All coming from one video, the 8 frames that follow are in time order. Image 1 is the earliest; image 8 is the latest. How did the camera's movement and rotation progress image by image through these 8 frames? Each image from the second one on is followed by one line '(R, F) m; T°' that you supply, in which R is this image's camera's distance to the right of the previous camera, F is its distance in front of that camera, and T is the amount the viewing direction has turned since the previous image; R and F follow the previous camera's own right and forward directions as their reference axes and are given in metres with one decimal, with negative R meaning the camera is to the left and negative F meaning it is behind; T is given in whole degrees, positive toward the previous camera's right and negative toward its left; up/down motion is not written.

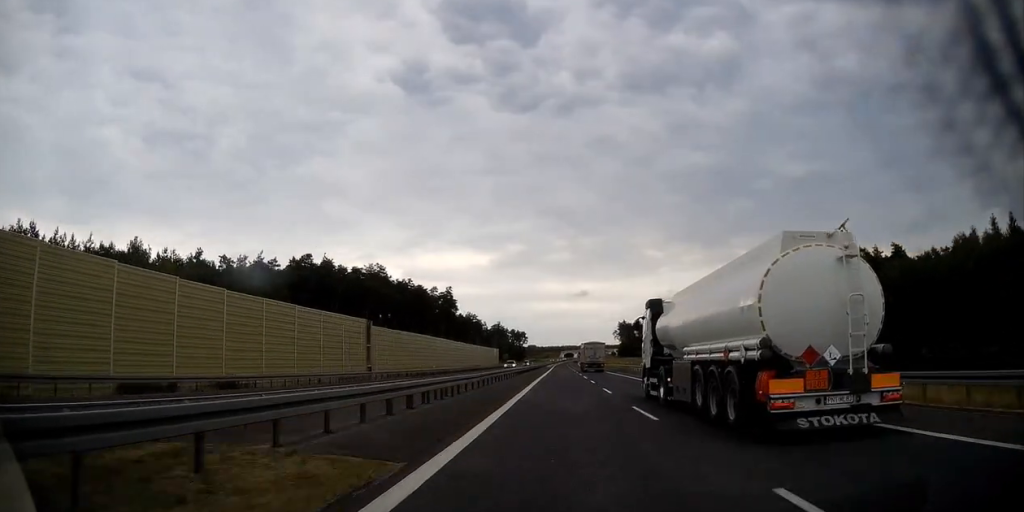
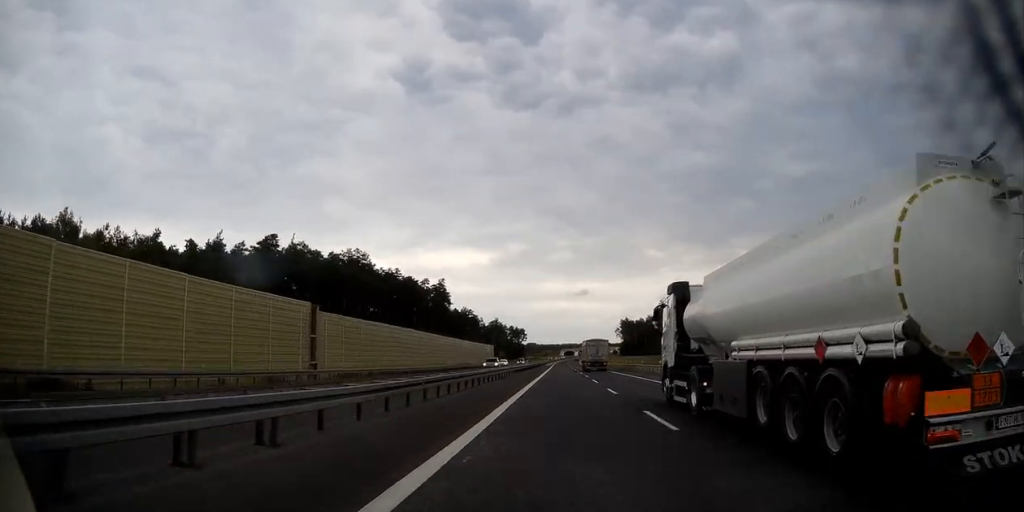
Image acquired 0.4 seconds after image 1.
(-0.1, +14.3) m; 0°
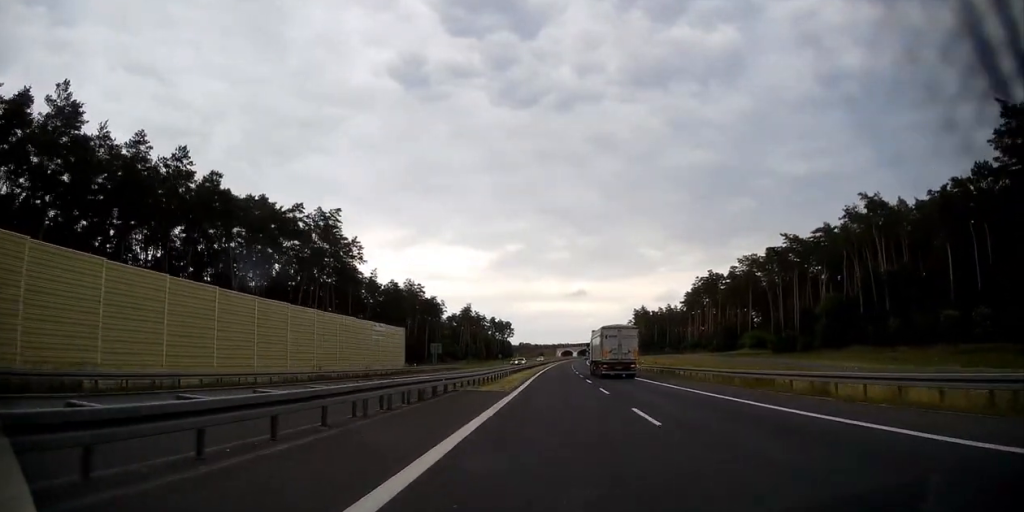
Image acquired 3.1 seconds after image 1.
(+0.9, +94.5) m; +1°
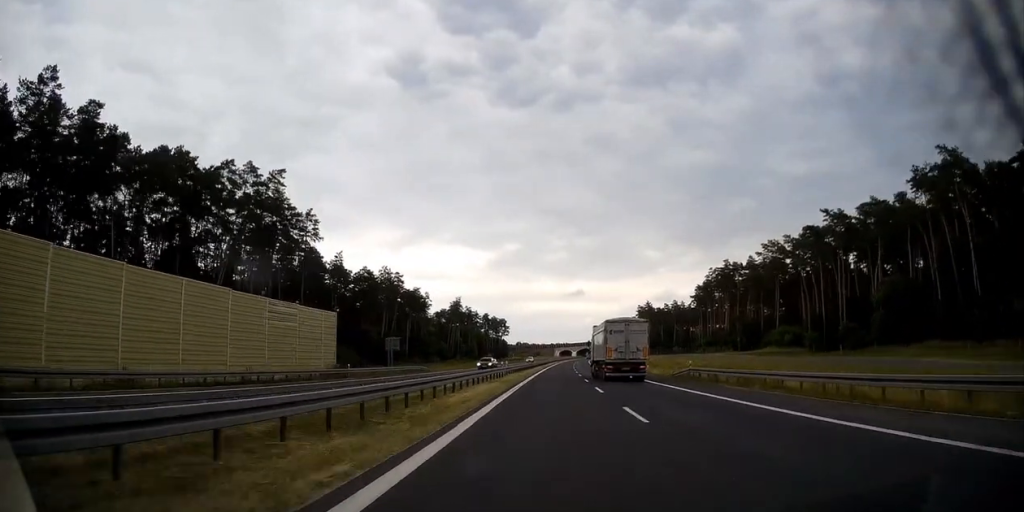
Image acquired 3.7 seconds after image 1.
(-0.3, +23.5) m; 0°
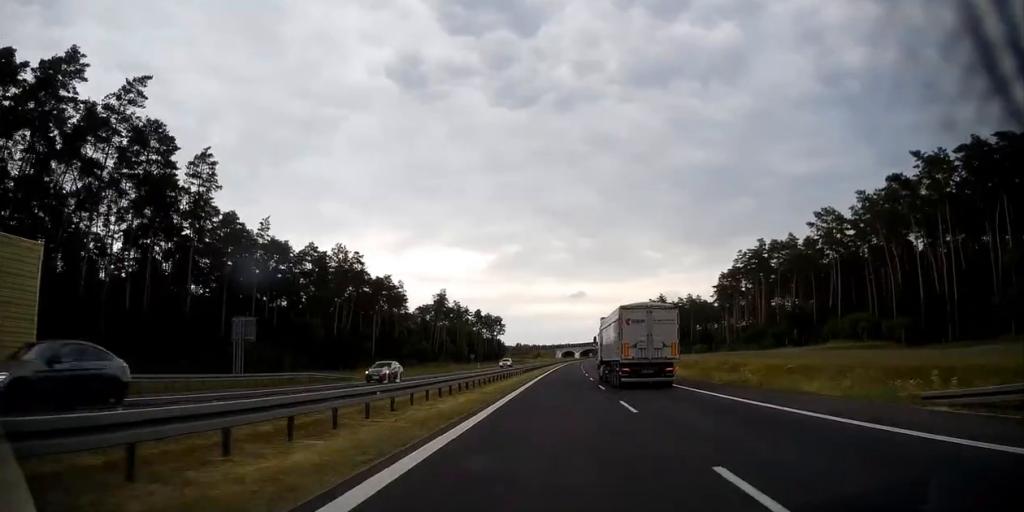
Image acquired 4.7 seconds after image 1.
(+0.3, +33.8) m; 0°
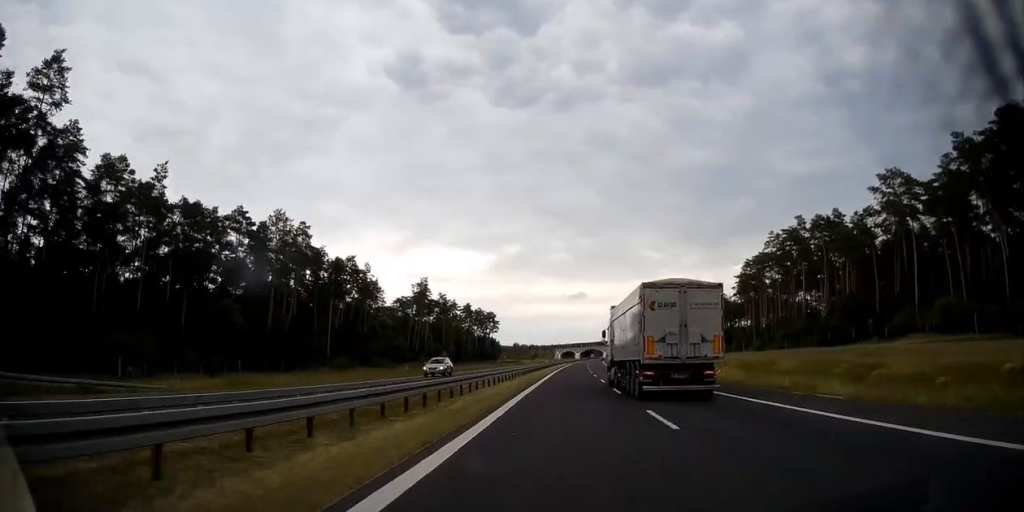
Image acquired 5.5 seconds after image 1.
(-0.2, +27.9) m; 0°
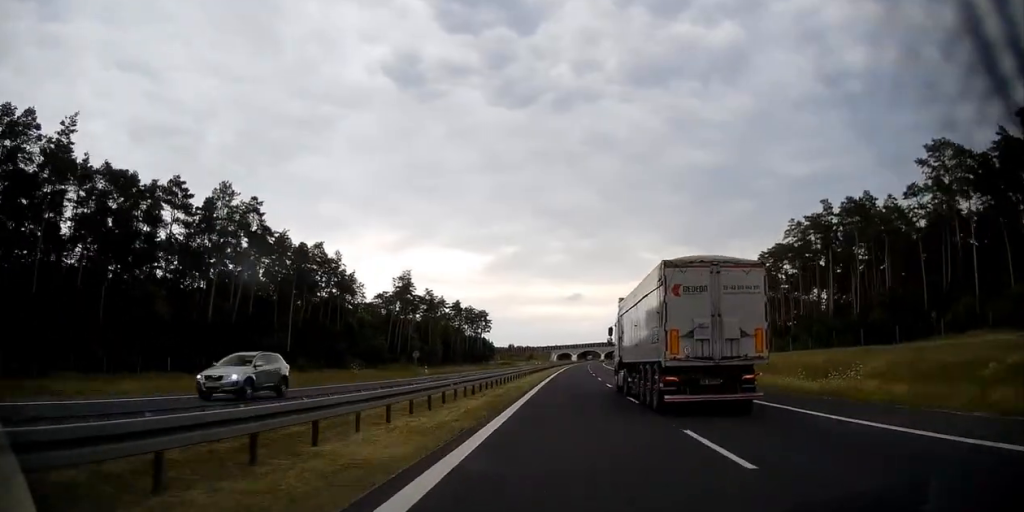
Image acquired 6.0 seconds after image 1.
(0.0, +16.3) m; 0°
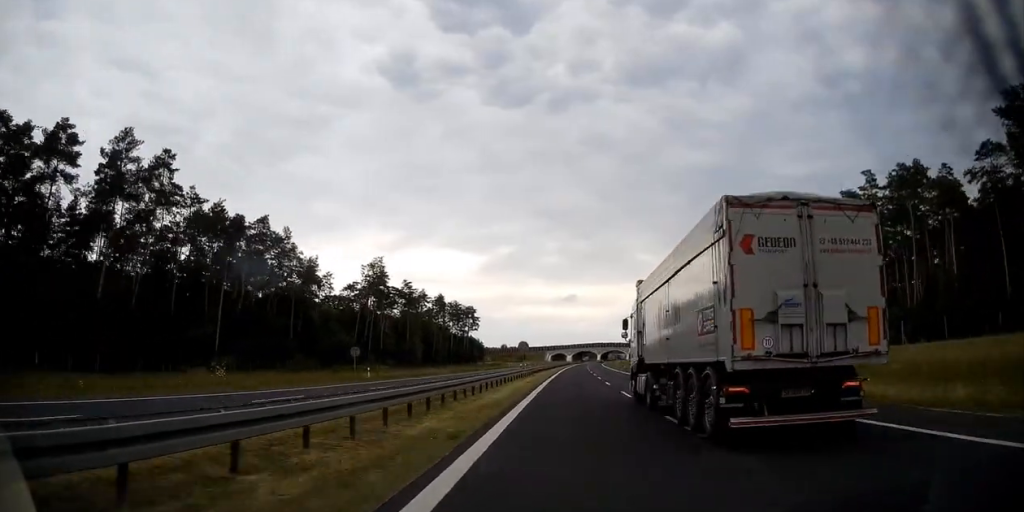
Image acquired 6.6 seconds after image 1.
(+0.1, +20.8) m; +1°
